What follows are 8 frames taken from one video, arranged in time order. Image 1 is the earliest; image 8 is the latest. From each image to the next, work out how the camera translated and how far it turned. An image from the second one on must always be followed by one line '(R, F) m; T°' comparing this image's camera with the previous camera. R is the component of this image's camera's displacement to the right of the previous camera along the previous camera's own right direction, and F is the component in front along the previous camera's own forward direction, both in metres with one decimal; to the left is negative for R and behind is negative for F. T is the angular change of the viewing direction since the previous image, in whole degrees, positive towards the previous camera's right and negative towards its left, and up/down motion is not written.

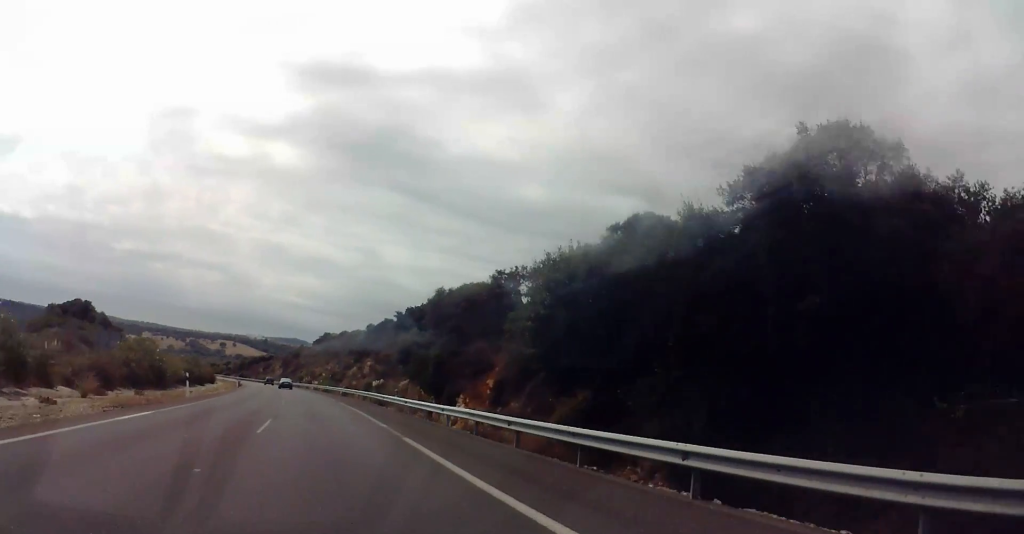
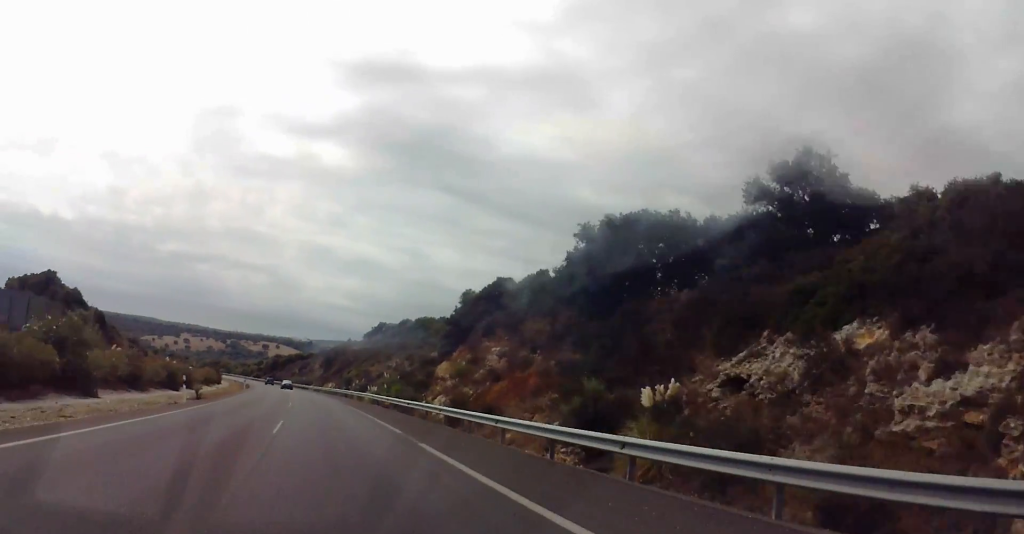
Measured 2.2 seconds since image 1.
(-1.0, +52.1) m; -1°
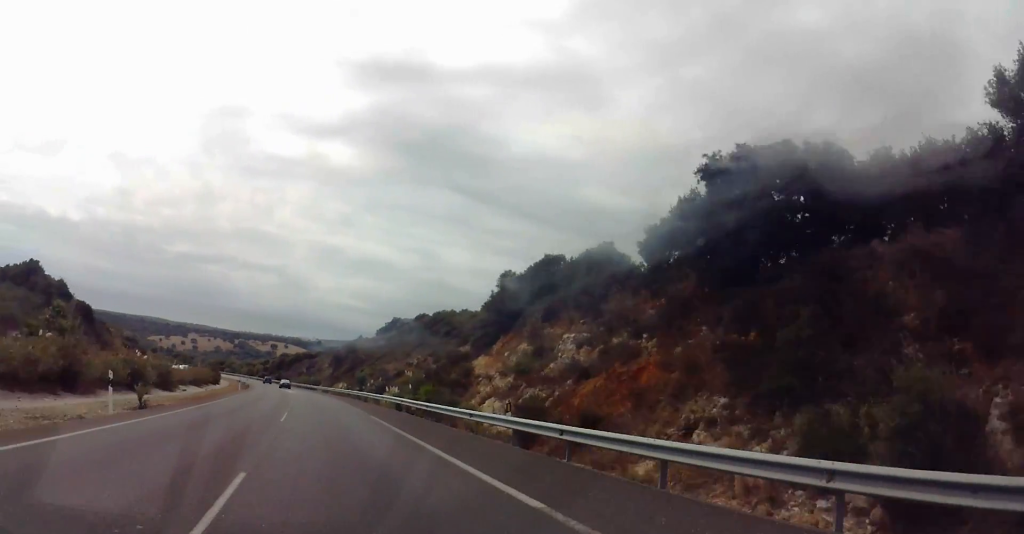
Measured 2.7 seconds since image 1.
(0.0, +13.6) m; -1°
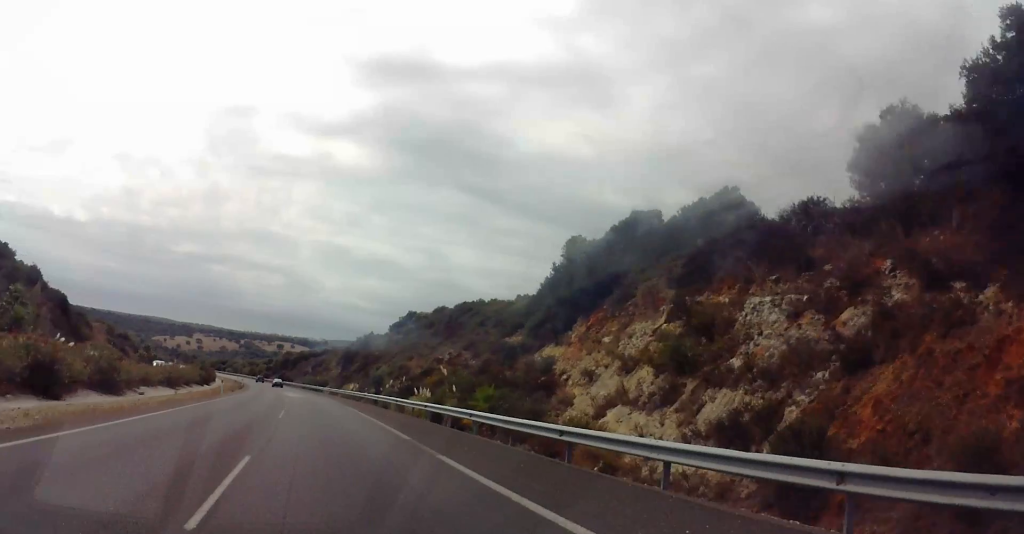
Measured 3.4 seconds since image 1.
(+0.1, +15.6) m; -2°
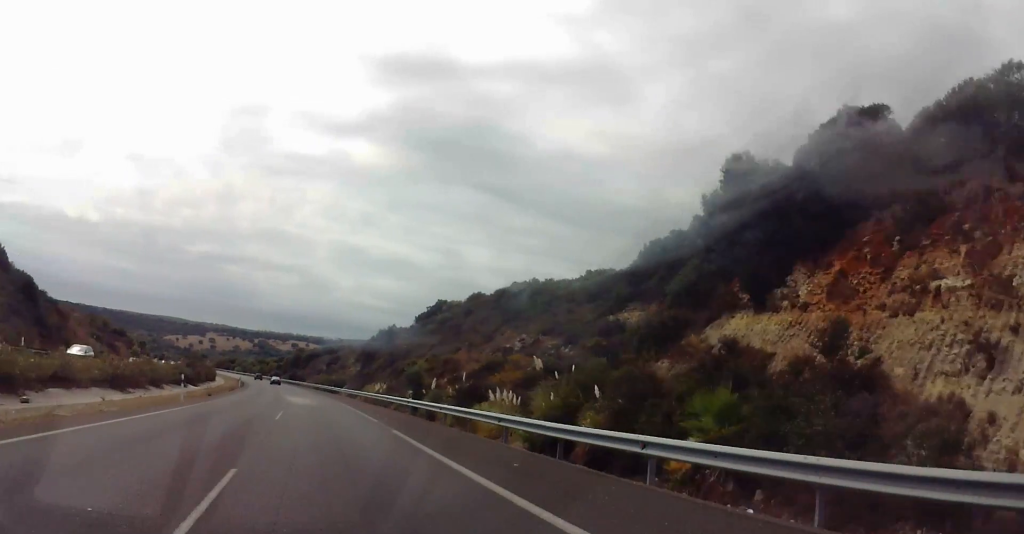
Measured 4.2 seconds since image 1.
(-0.8, +20.4) m; -3°
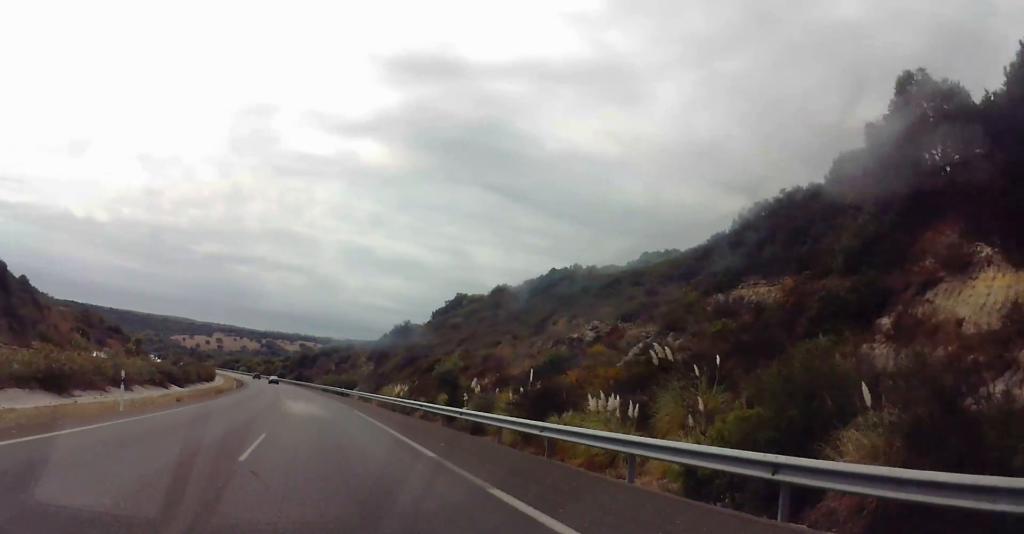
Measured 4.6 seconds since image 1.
(-0.2, +10.7) m; -1°
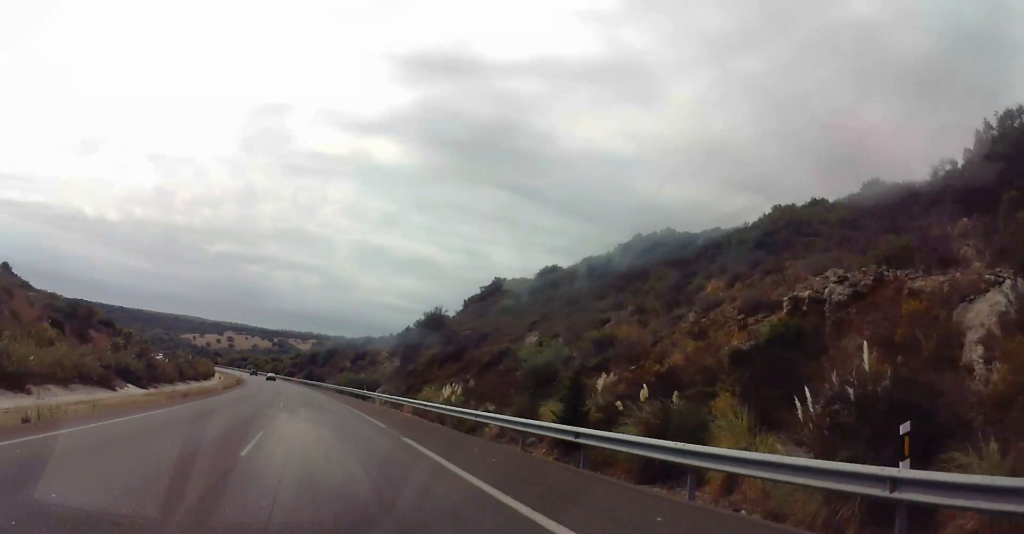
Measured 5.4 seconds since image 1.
(0.0, +18.4) m; 0°
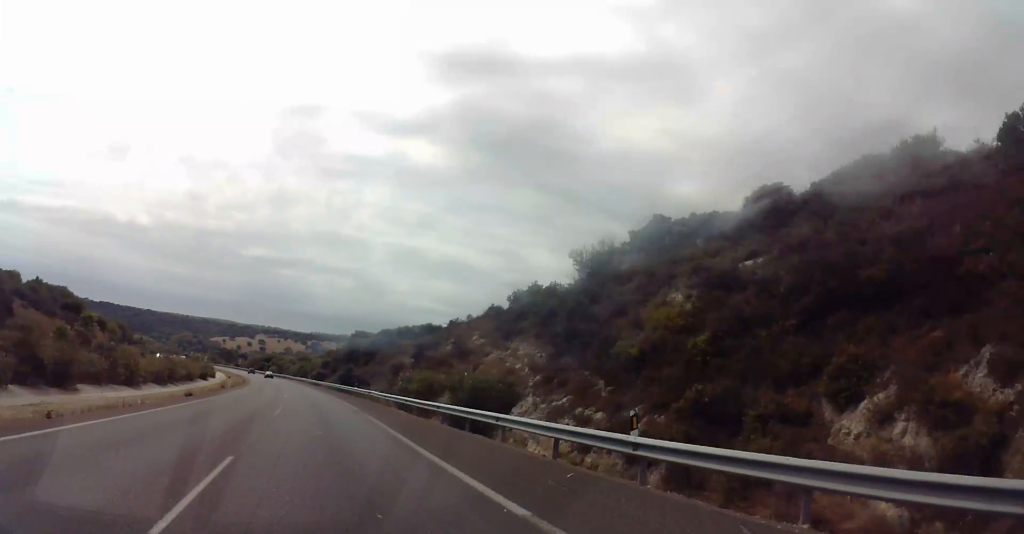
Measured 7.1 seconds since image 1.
(-0.1, +41.1) m; -2°
